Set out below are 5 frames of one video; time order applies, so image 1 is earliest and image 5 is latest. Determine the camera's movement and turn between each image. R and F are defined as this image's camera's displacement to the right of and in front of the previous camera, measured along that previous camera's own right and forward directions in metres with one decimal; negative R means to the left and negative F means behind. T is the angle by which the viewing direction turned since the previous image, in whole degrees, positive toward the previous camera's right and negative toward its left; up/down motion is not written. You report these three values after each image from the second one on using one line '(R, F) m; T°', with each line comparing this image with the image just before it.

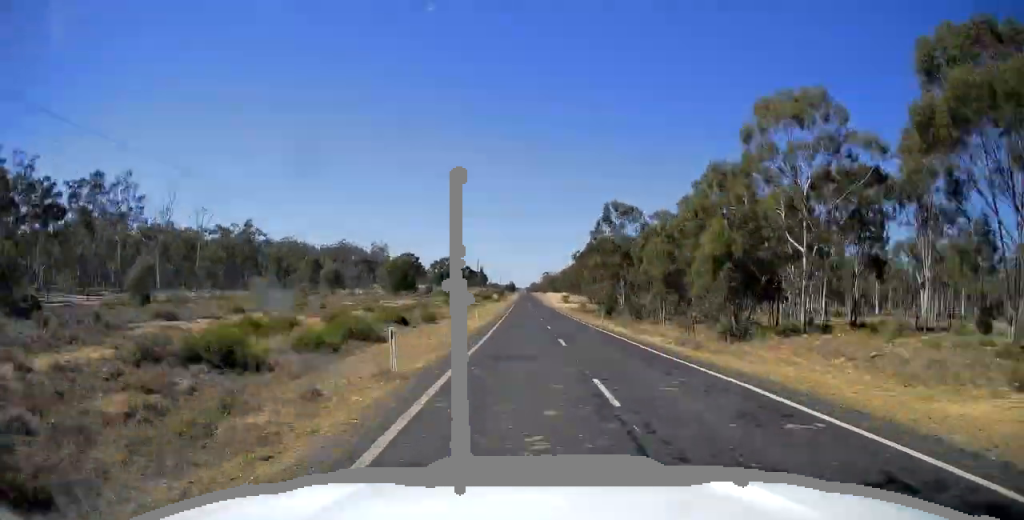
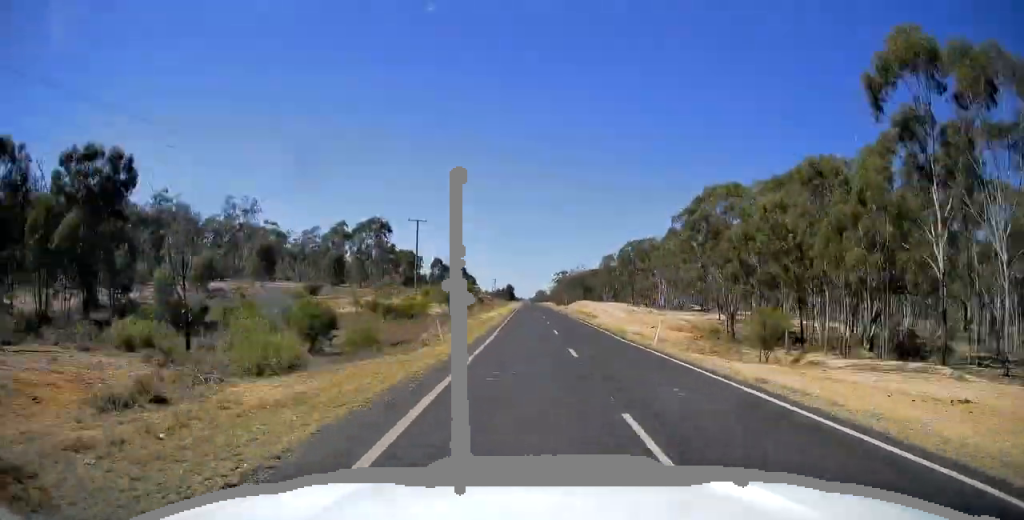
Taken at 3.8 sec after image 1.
(+0.3, +121.1) m; 0°
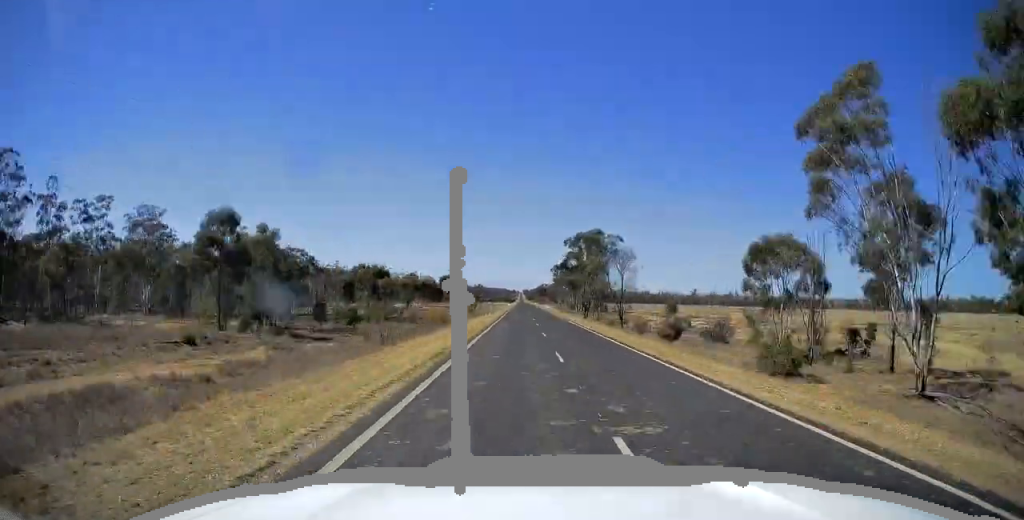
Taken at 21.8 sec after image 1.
(+0.7, +561.6) m; 0°
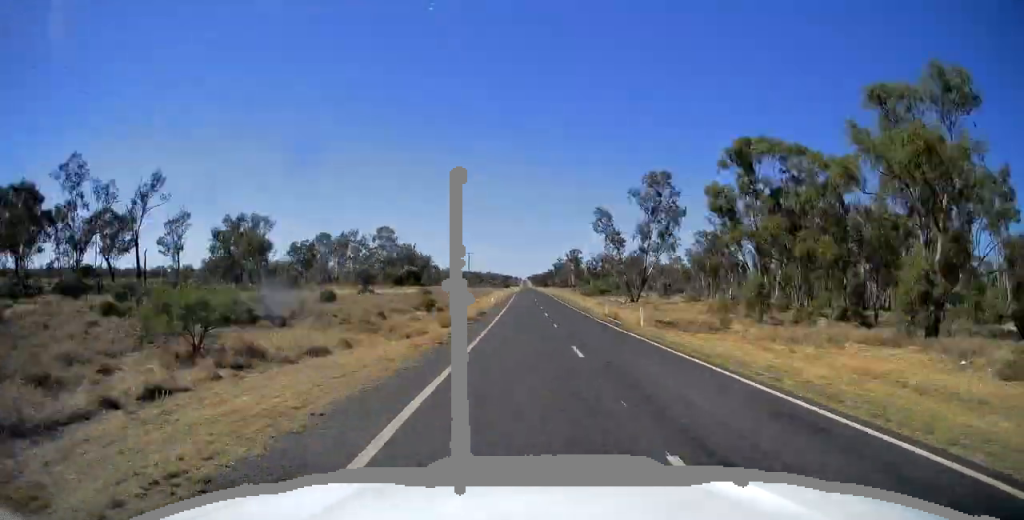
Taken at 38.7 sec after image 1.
(-0.3, +530.0) m; 0°
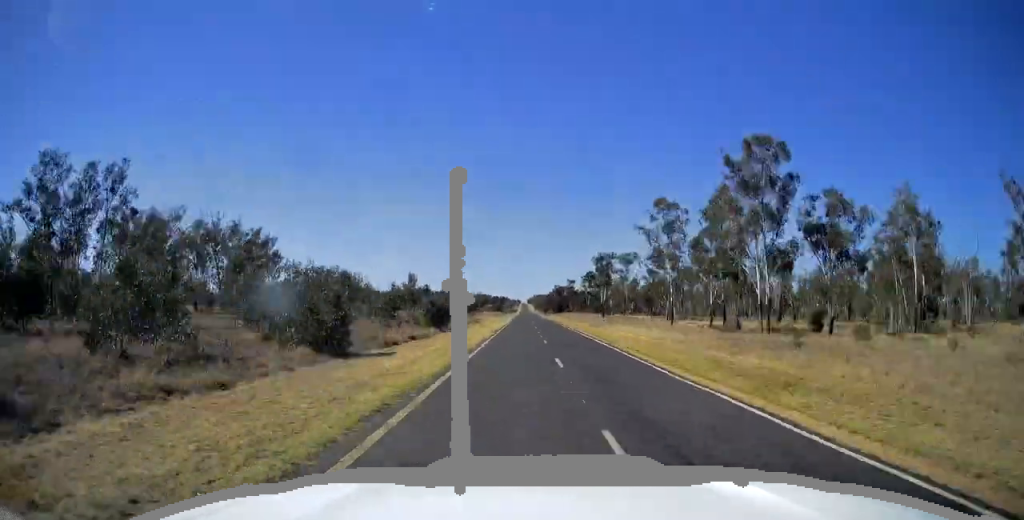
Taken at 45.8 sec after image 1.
(+0.3, +219.4) m; 0°
